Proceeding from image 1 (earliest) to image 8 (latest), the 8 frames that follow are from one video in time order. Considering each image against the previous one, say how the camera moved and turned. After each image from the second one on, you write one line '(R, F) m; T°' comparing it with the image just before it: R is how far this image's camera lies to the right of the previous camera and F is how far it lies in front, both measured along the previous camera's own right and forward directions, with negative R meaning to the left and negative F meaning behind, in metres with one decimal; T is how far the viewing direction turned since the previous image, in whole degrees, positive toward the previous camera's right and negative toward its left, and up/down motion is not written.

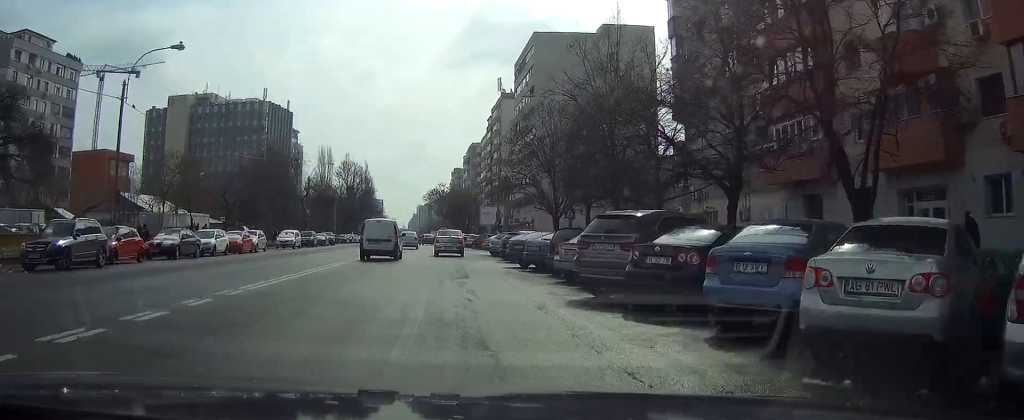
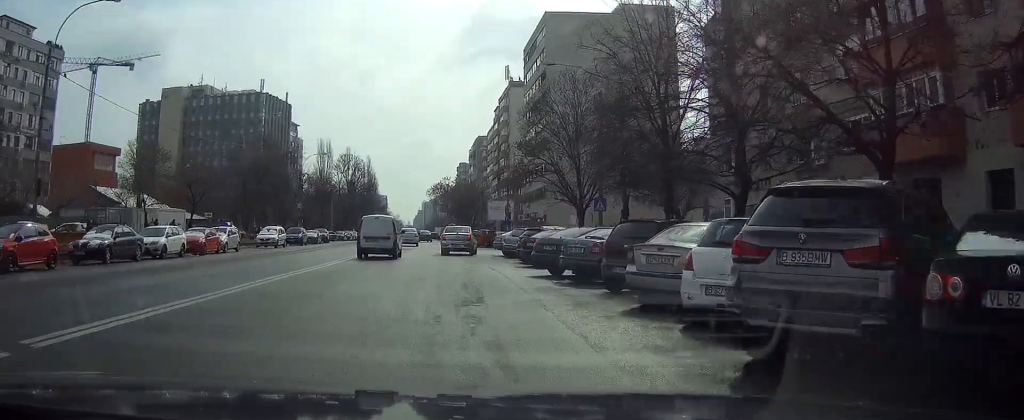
(-0.1, +8.1) m; -1°
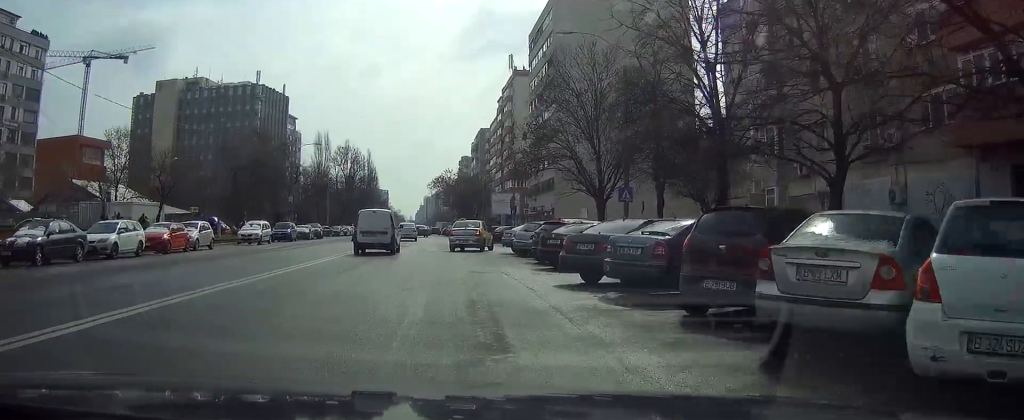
(0.0, +5.5) m; -1°
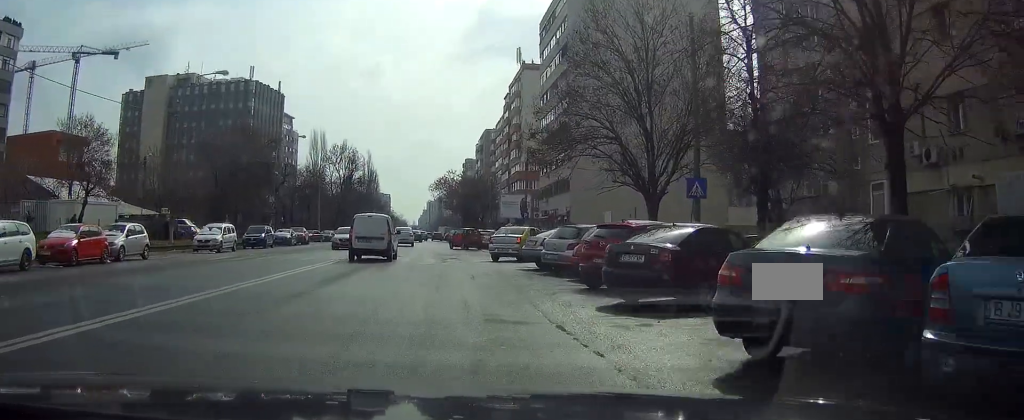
(-0.1, +9.6) m; -1°
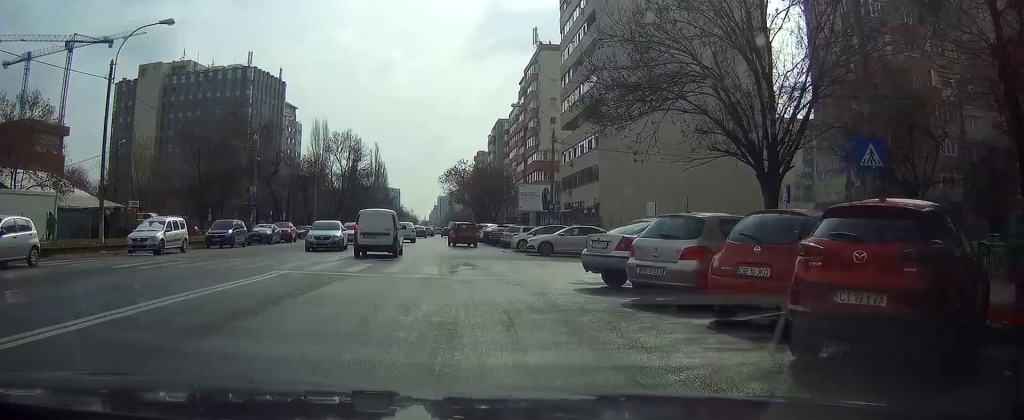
(0.0, +10.2) m; -1°
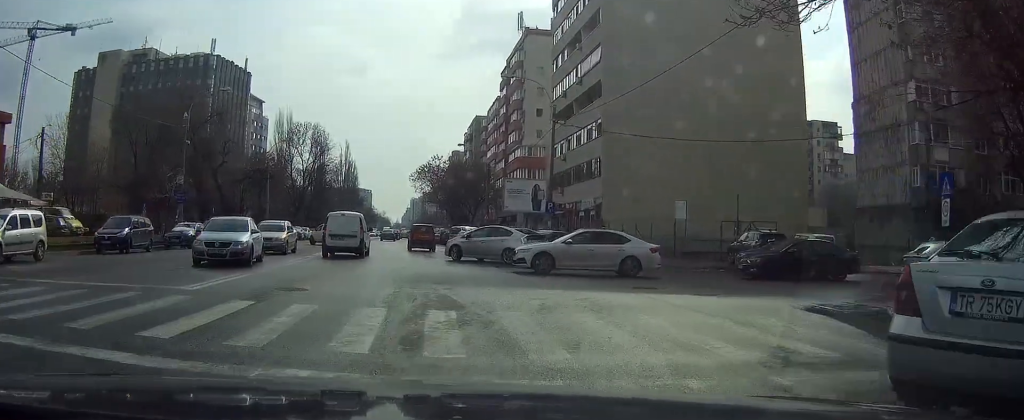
(-0.3, +11.7) m; +2°
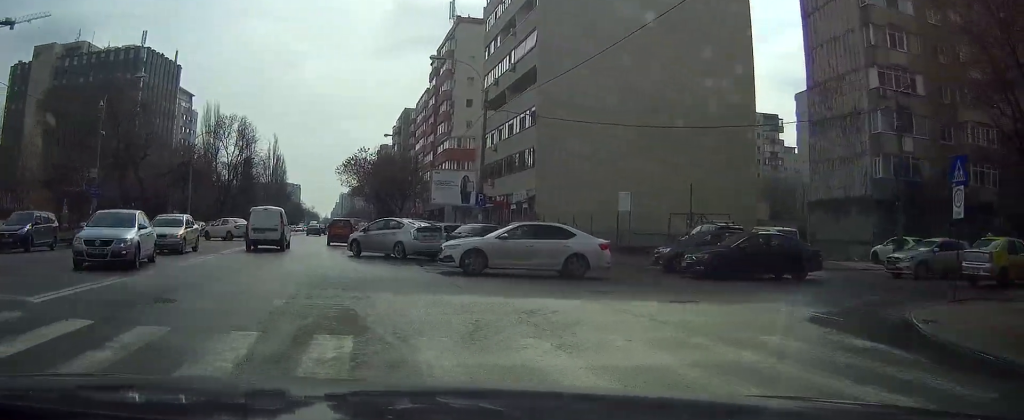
(-0.2, +3.6) m; +4°
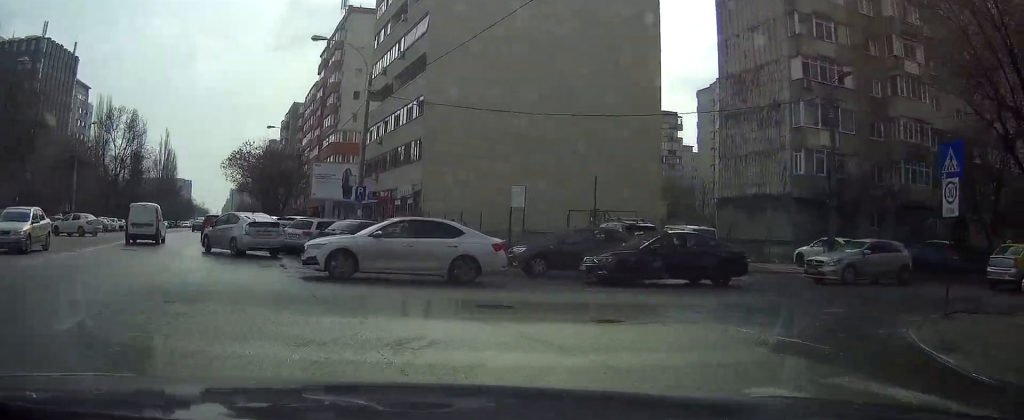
(+0.5, +3.3) m; +8°
